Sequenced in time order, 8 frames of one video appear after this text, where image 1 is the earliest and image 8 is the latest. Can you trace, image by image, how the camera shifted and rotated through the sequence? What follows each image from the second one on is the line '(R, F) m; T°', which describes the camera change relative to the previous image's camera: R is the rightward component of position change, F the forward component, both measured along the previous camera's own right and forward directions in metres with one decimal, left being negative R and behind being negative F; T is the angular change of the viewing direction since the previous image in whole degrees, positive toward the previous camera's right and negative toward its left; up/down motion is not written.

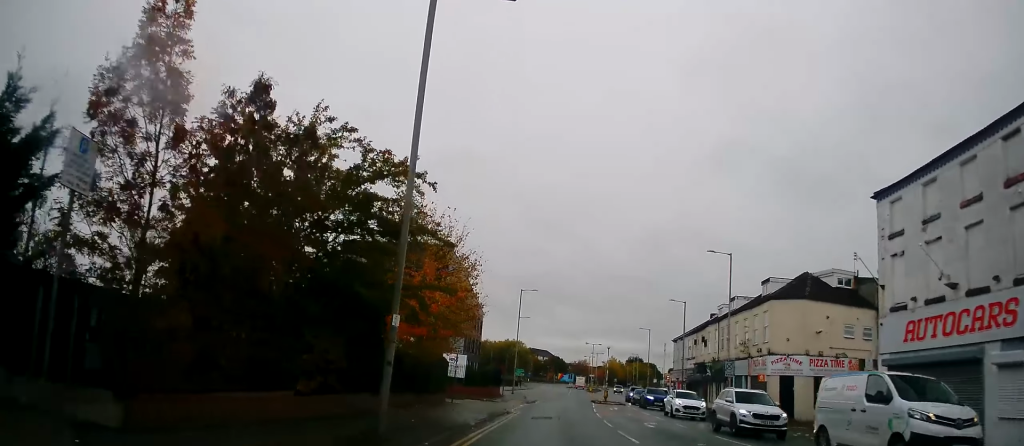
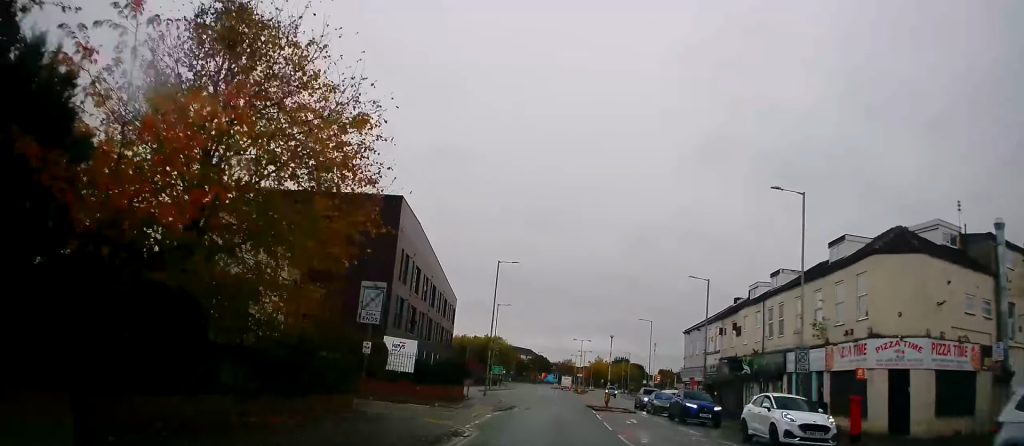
(+0.1, +14.1) m; +5°
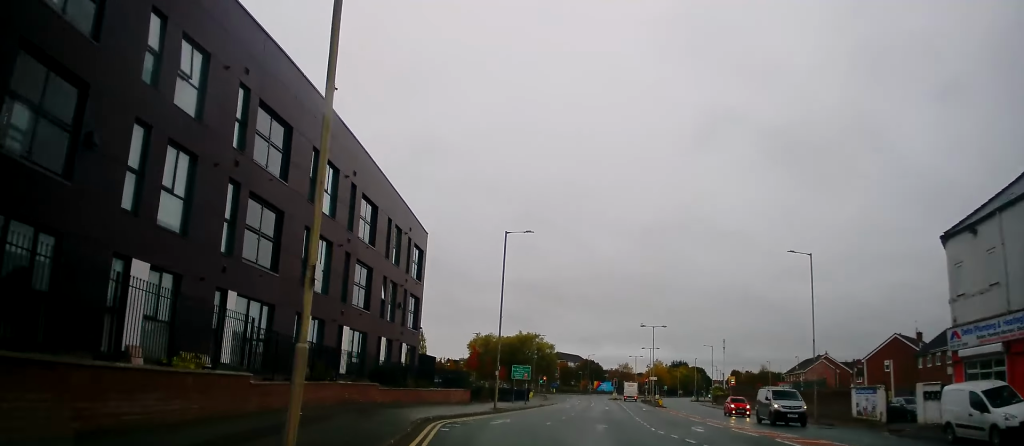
(-2.4, +38.0) m; -8°
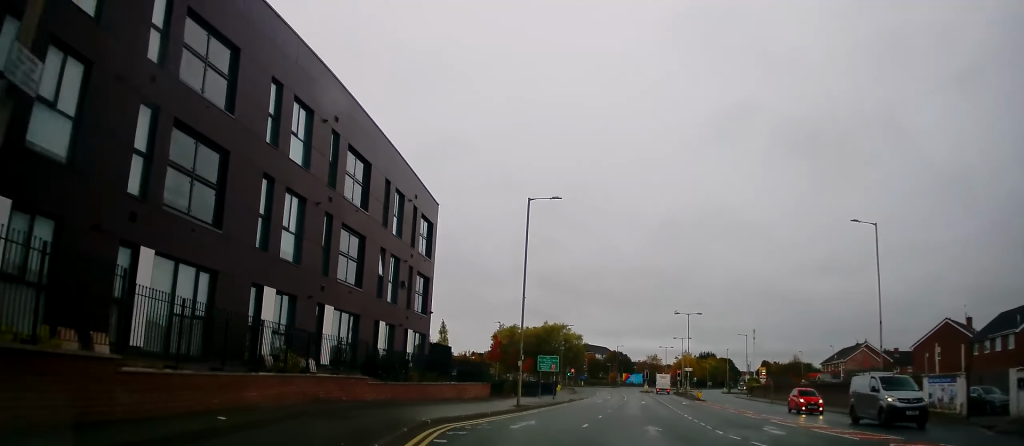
(-0.1, +5.2) m; 0°
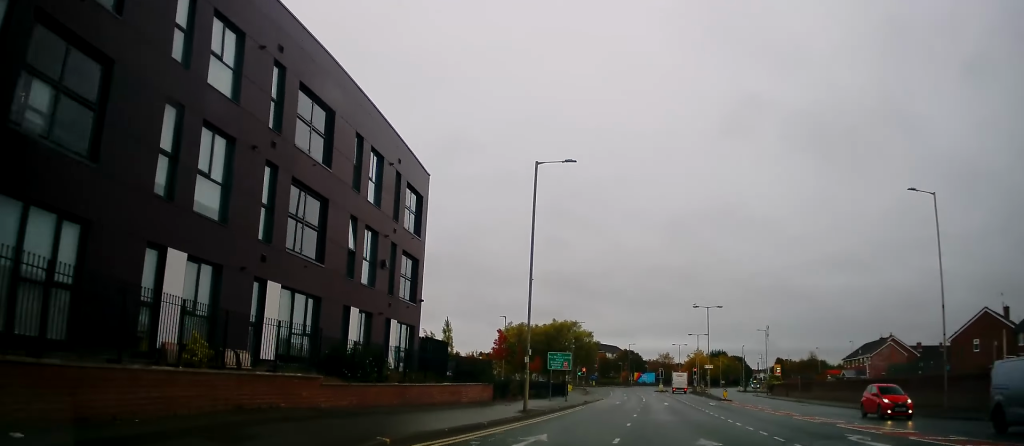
(-0.1, +5.1) m; 0°
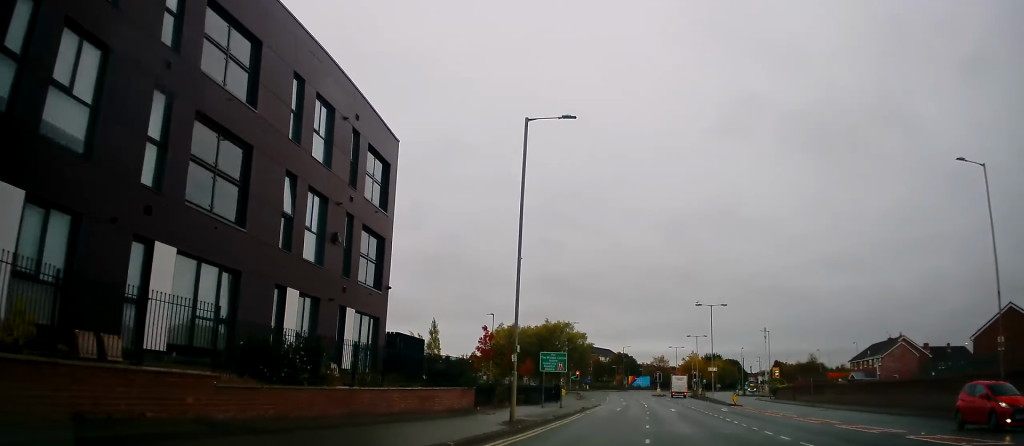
(+0.1, +4.6) m; 0°
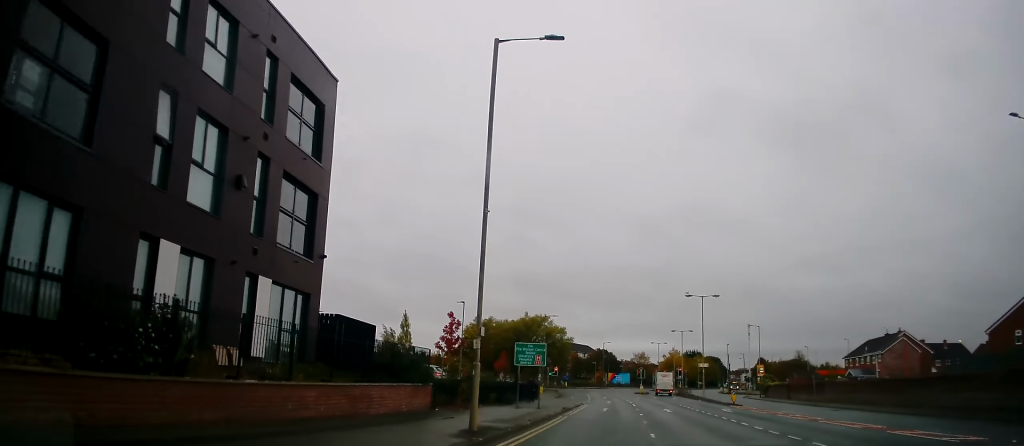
(0.0, +5.0) m; +1°
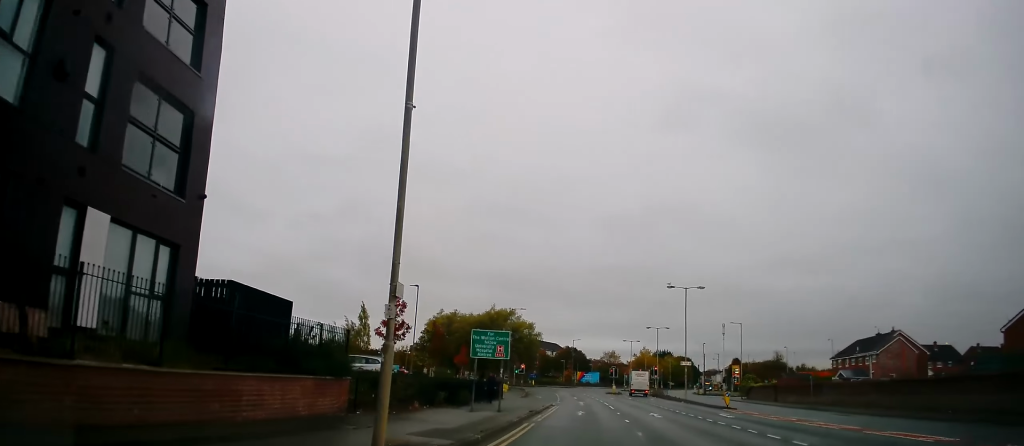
(0.0, +5.5) m; +2°
